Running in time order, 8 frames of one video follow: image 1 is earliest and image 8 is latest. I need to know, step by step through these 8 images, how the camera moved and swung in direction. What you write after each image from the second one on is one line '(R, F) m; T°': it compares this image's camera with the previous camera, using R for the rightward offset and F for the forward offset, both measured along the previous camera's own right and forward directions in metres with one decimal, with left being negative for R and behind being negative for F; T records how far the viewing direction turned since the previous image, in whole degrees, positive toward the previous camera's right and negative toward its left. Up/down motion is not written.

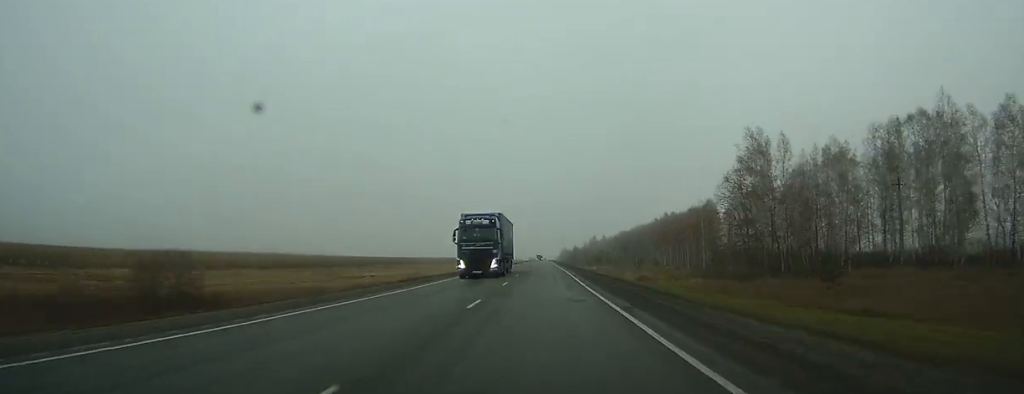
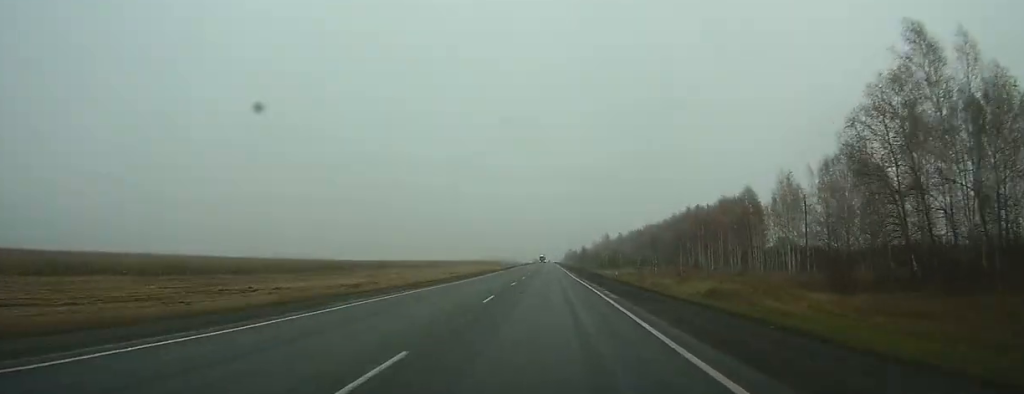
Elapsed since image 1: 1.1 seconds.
(0.0, +34.2) m; 0°
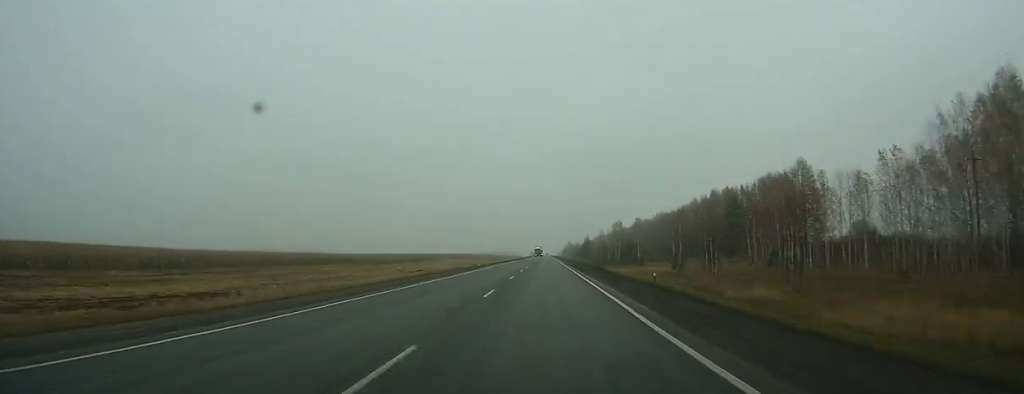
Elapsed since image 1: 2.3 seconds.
(0.0, +36.1) m; 0°
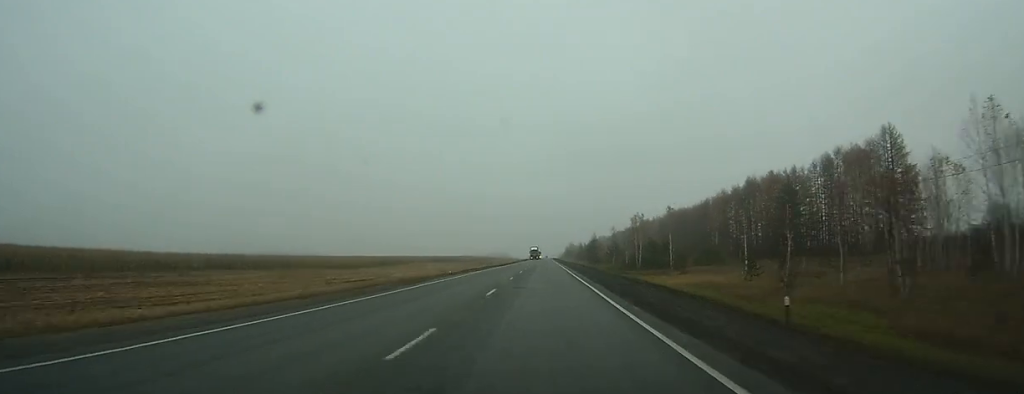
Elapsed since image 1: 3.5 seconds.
(0.0, +34.1) m; 0°
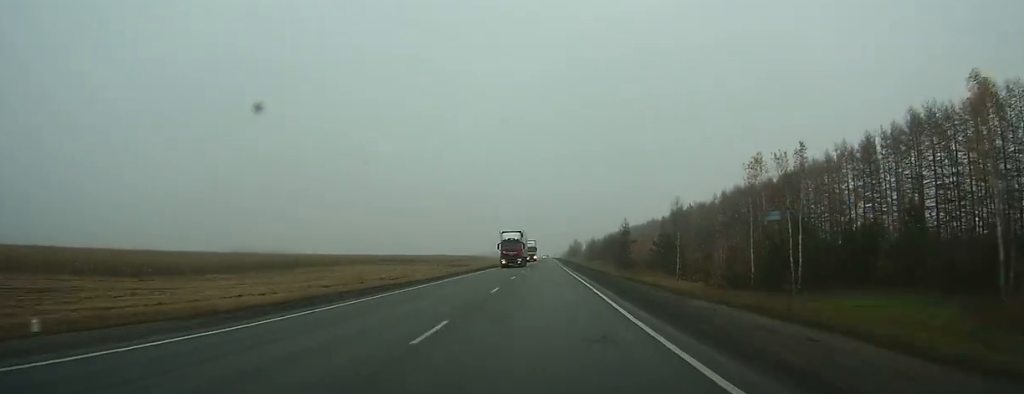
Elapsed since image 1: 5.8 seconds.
(0.0, +70.6) m; 0°
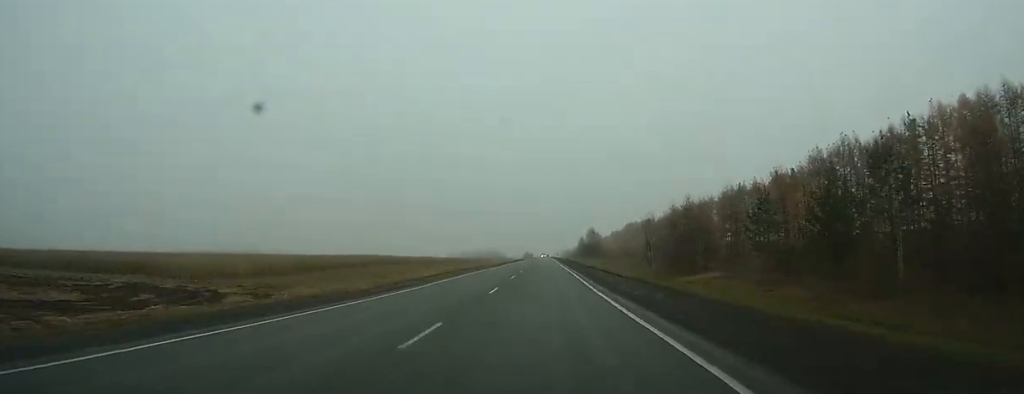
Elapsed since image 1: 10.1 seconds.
(+0.1, +132.9) m; 0°
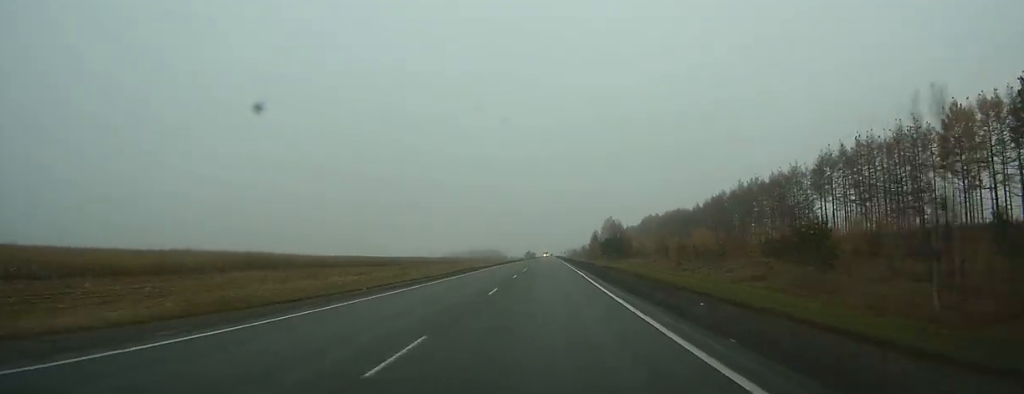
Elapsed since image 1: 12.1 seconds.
(-0.2, +62.2) m; 0°
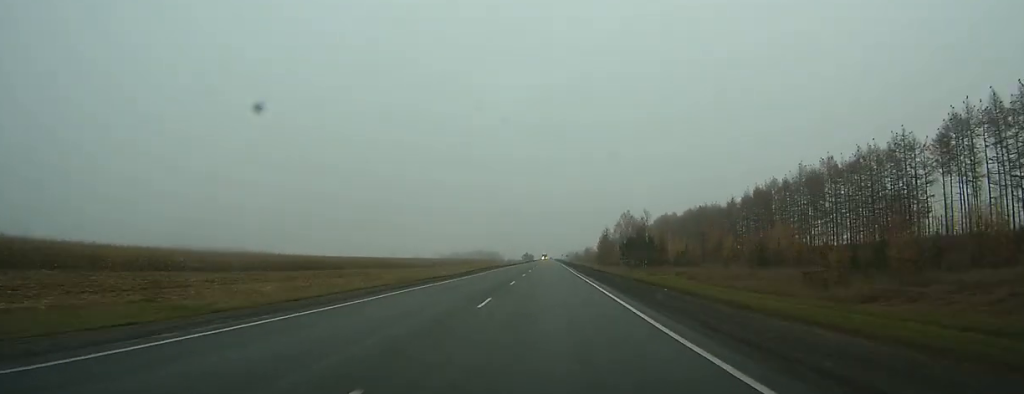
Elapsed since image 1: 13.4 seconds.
(0.0, +39.6) m; 0°
